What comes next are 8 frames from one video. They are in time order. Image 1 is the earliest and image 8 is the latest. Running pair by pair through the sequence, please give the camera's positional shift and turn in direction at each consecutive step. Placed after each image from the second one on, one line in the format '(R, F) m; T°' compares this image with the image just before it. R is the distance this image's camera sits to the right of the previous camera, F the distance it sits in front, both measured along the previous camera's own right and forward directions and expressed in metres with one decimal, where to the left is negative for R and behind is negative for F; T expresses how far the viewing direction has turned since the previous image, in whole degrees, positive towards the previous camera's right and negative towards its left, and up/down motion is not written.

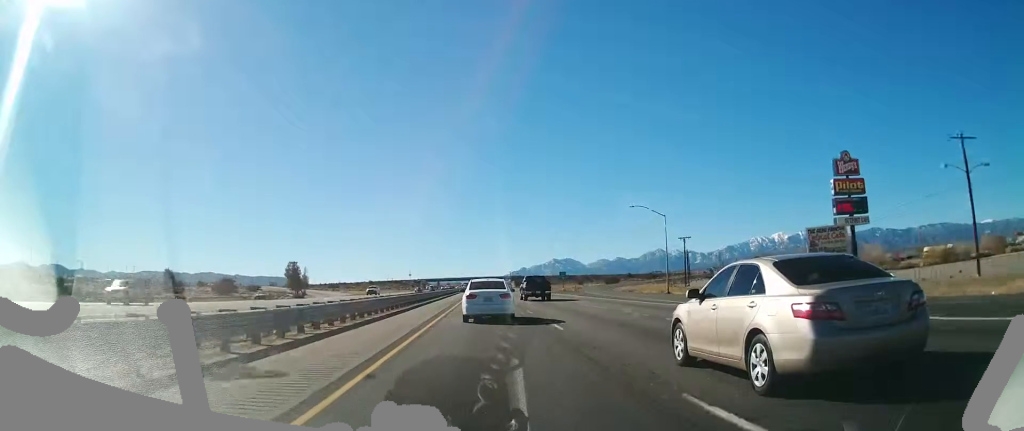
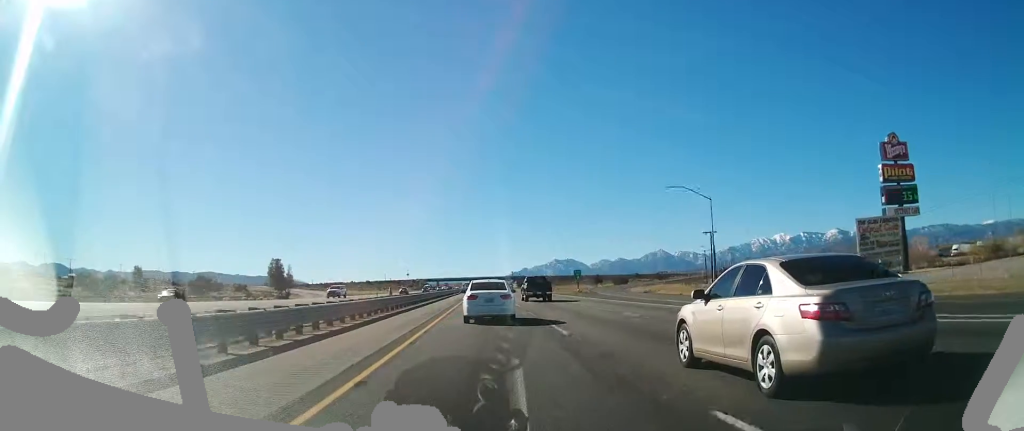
(+0.1, +15.4) m; 0°
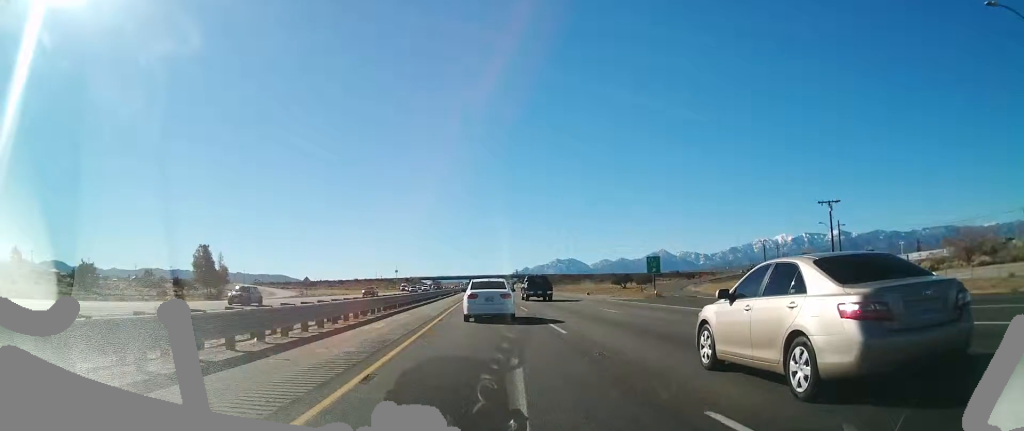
(+0.1, +43.4) m; +1°
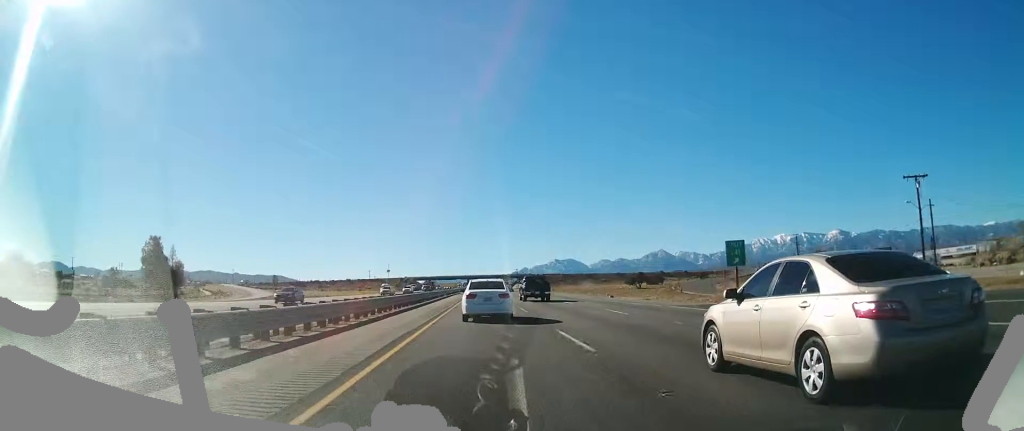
(+0.4, +18.7) m; 0°
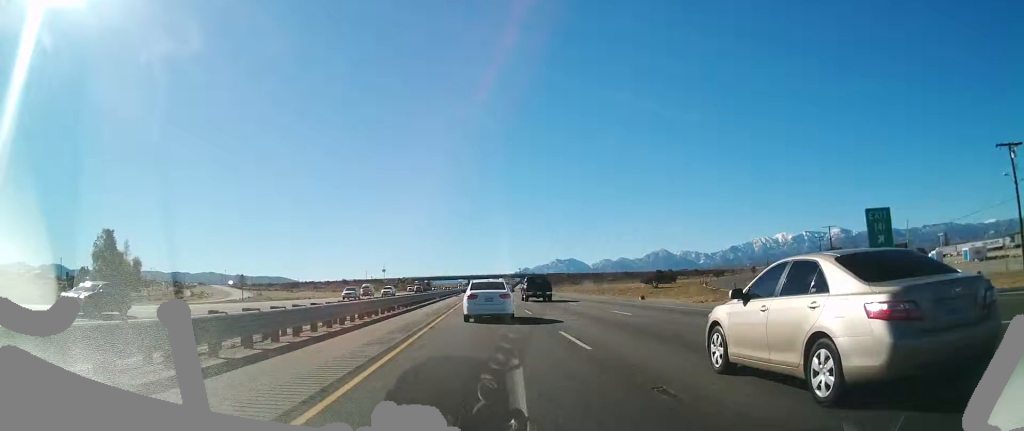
(-0.3, +14.6) m; -1°
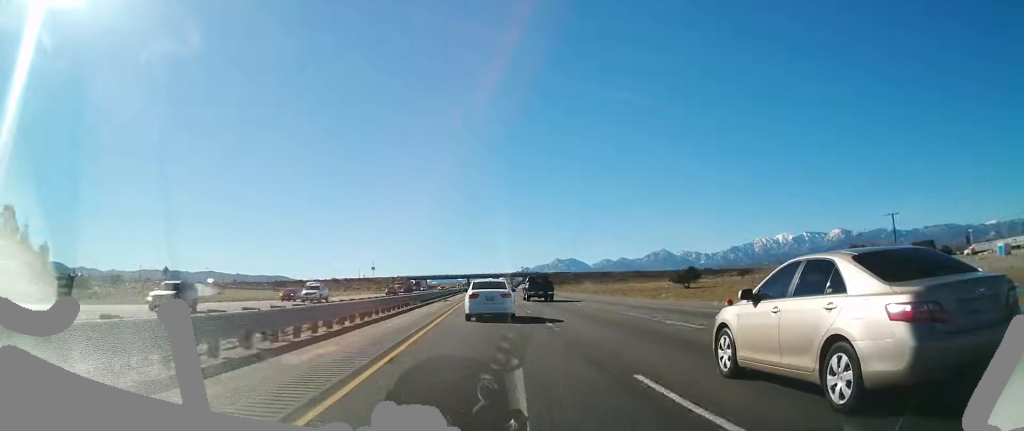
(-0.2, +23.0) m; 0°
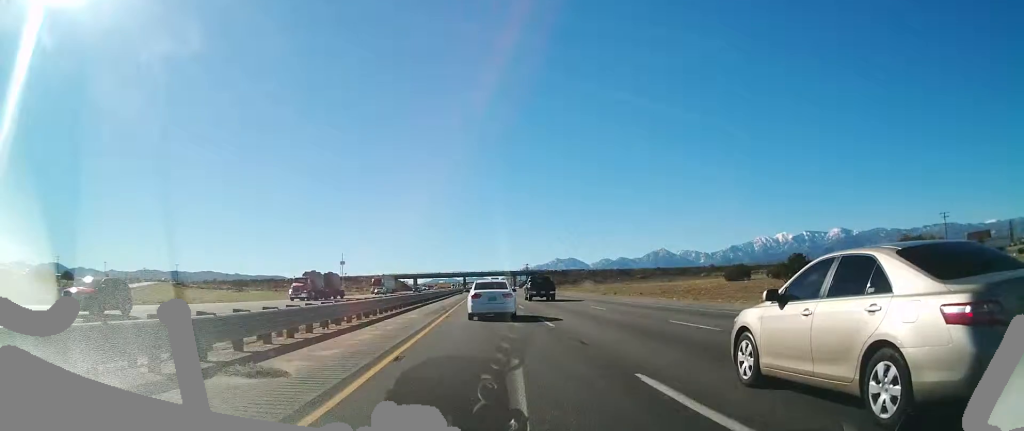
(+0.4, +44.2) m; +1°
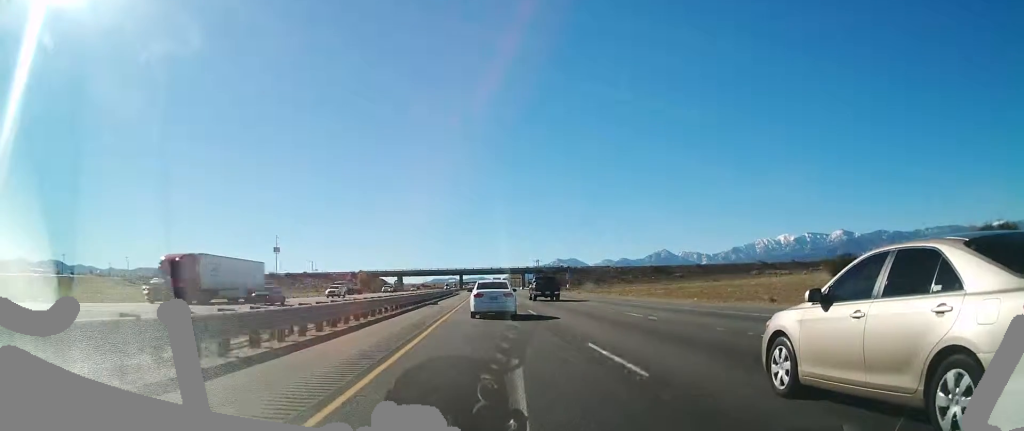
(-0.3, +54.2) m; 0°
